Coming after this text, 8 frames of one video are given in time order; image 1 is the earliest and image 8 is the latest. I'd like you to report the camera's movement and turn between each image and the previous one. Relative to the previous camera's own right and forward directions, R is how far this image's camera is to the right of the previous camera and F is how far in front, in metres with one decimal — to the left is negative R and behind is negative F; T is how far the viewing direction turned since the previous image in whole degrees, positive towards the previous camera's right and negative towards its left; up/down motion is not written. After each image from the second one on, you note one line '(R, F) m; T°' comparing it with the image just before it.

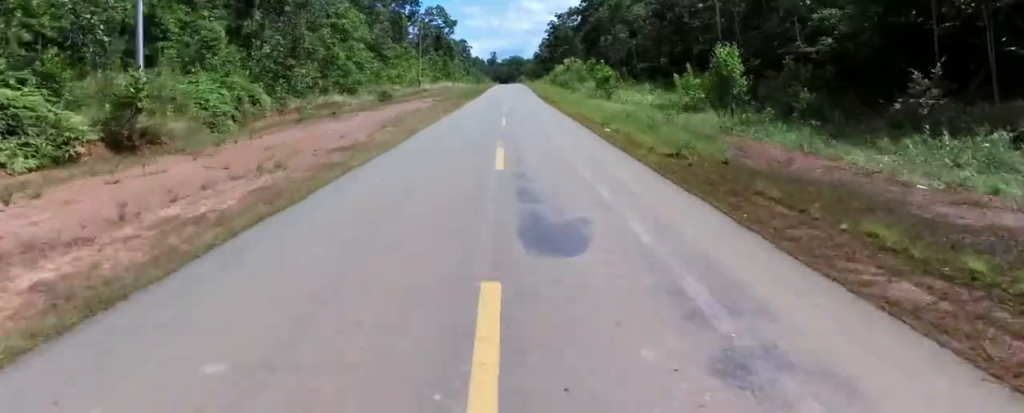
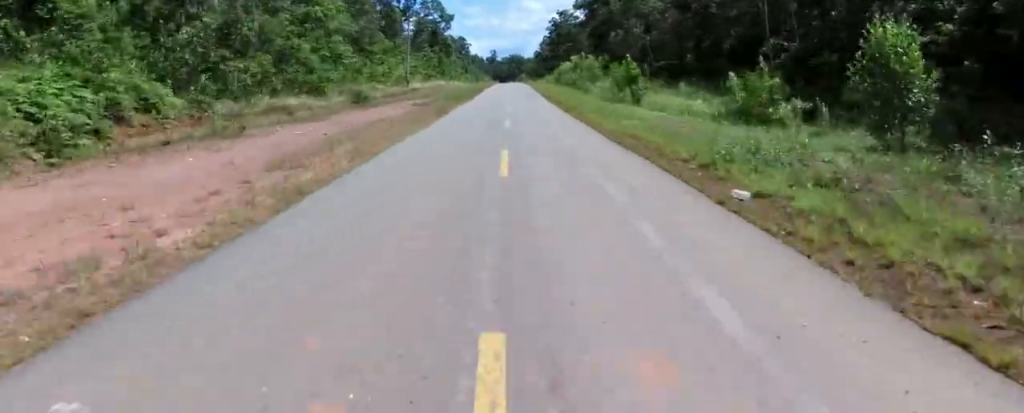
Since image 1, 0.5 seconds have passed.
(+0.1, +9.1) m; 0°
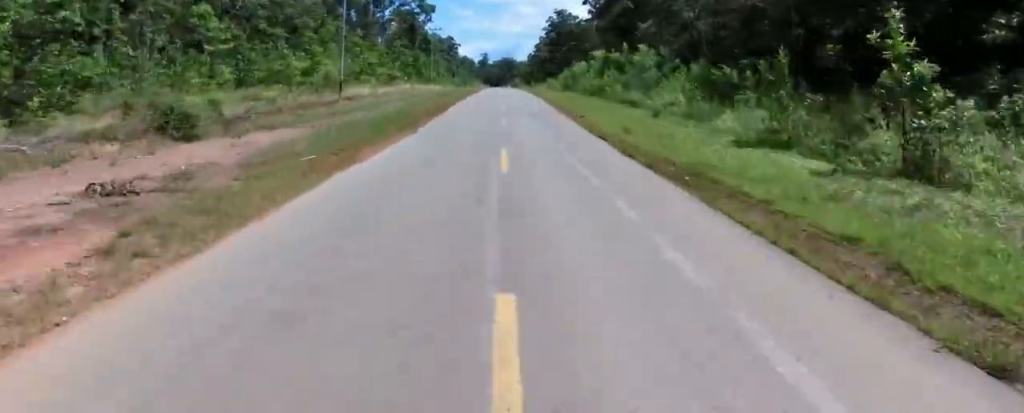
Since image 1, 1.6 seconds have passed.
(-0.5, +23.0) m; -5°
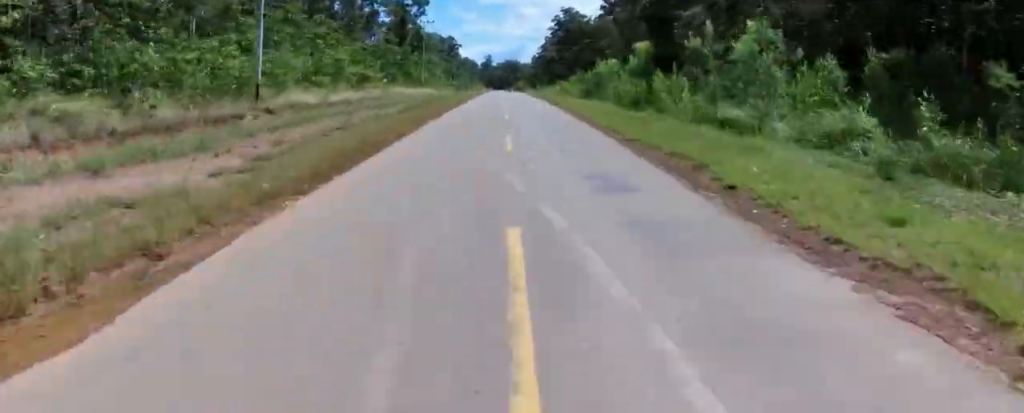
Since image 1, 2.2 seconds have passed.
(-1.0, +14.2) m; 0°
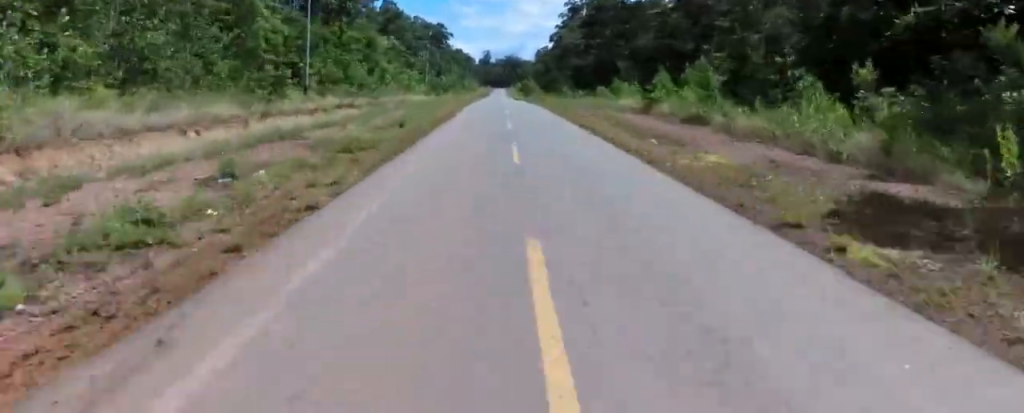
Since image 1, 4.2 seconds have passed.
(+1.8, +49.1) m; +2°
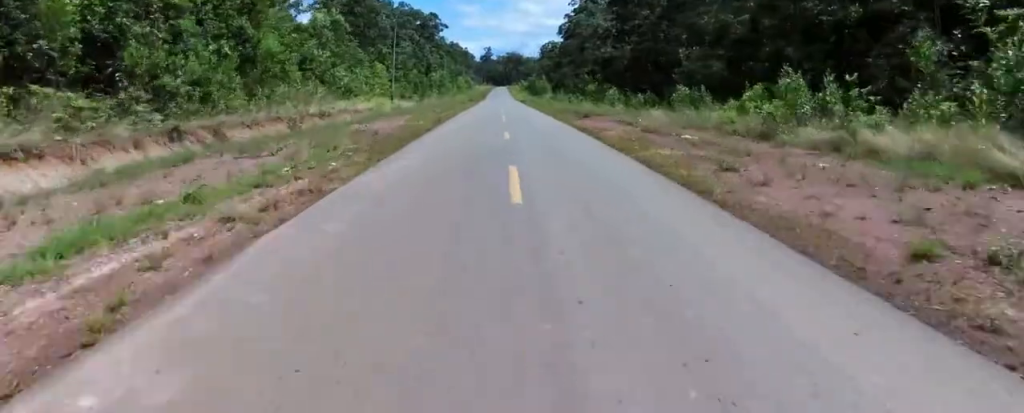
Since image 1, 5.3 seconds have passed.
(-0.6, +27.6) m; -2°
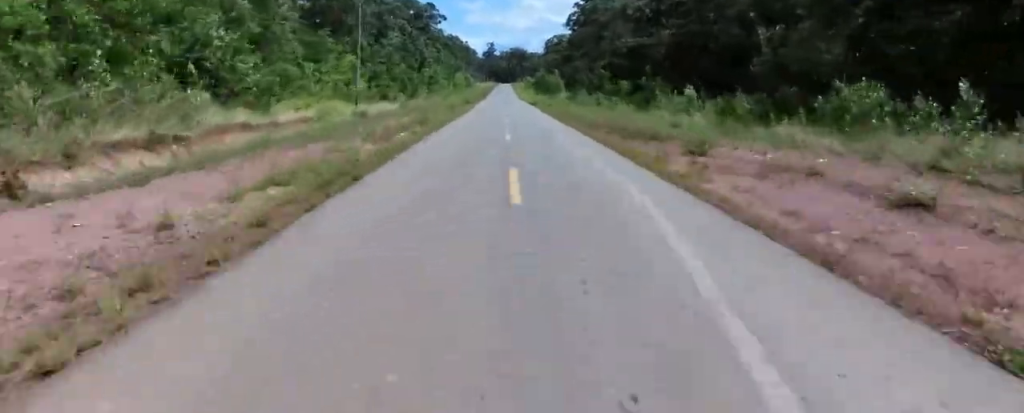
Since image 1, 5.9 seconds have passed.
(-0.2, +15.9) m; -1°
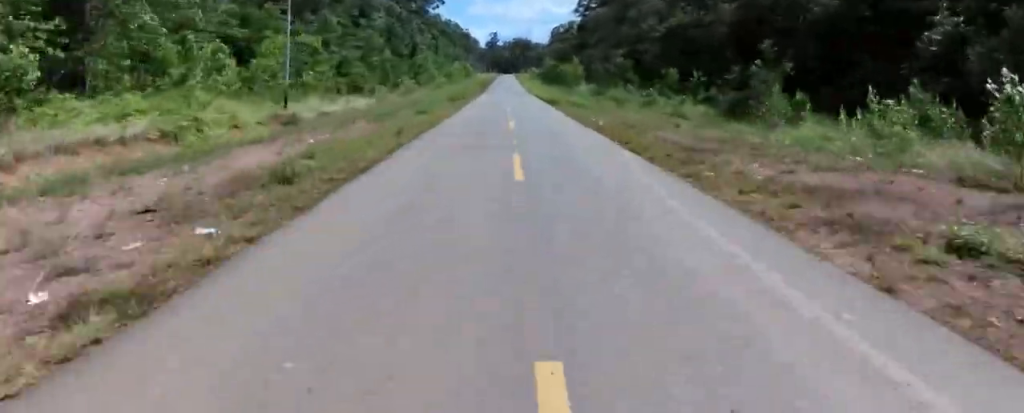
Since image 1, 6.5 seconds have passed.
(-0.1, +15.1) m; 0°
